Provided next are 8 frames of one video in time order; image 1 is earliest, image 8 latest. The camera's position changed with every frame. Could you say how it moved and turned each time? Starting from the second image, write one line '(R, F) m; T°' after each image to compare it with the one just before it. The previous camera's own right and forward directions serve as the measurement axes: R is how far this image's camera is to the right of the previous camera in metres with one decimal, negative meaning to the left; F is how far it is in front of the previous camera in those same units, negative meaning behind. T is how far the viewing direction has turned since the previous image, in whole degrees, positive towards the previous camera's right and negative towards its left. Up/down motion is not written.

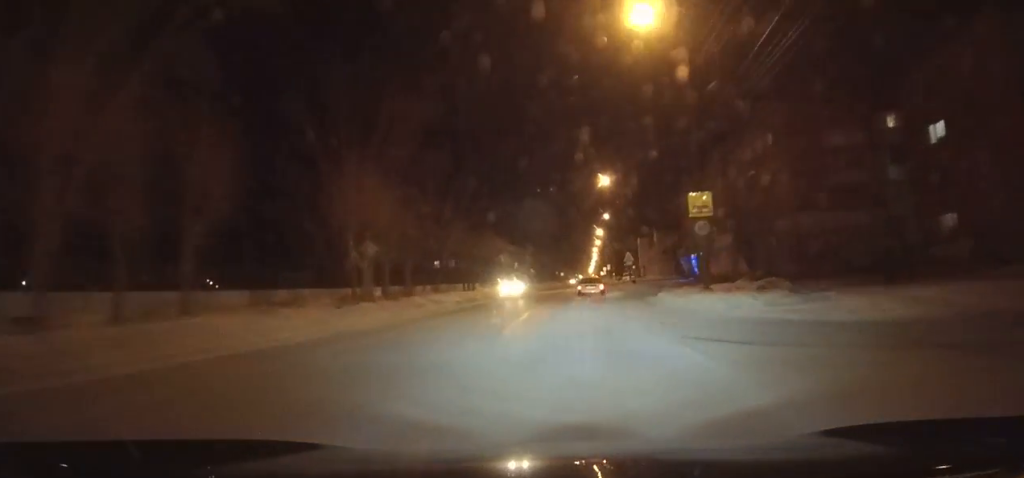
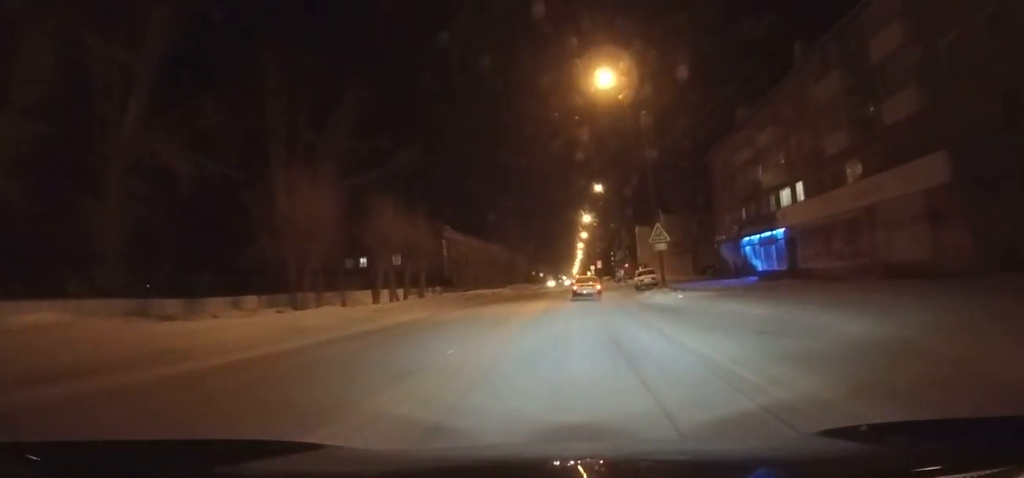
(+0.1, +36.8) m; 0°
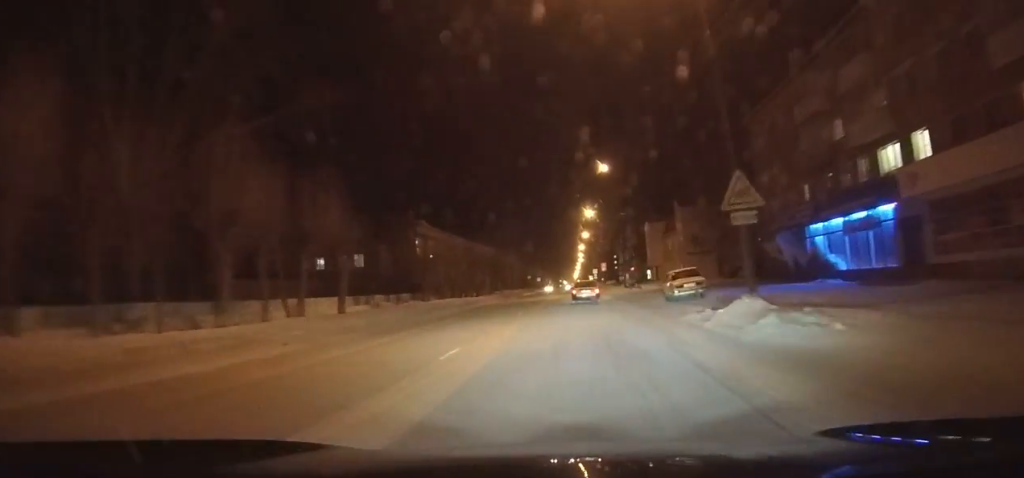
(0.0, +17.1) m; 0°
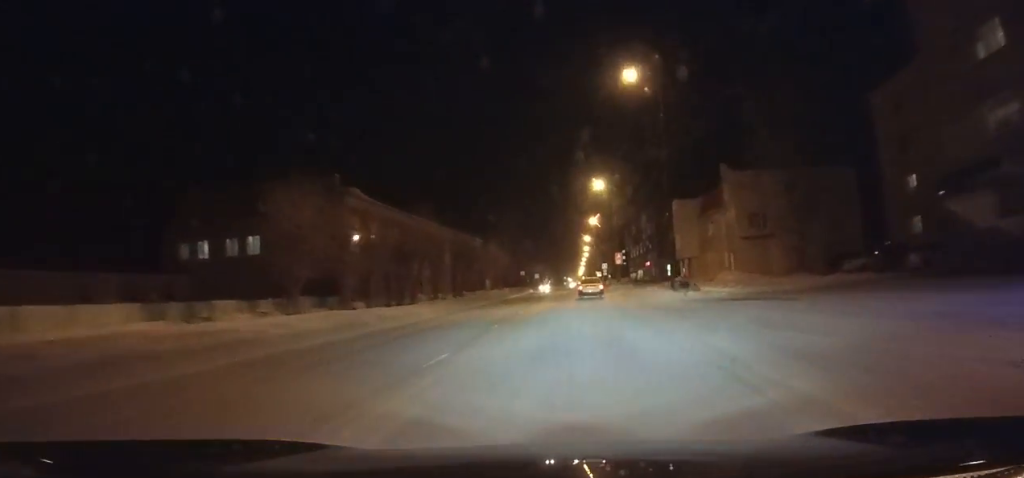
(-0.3, +27.8) m; 0°
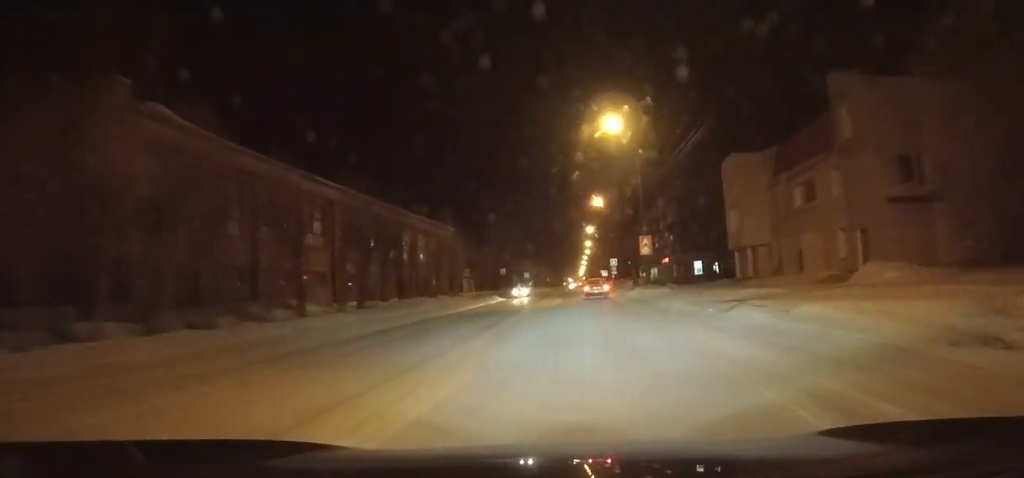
(+0.5, +27.8) m; +2°
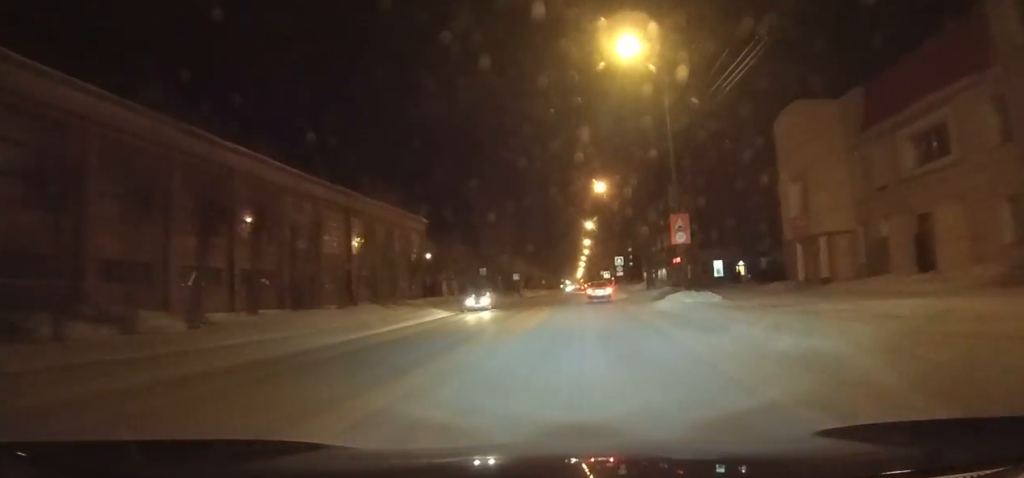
(+0.1, +14.2) m; +1°
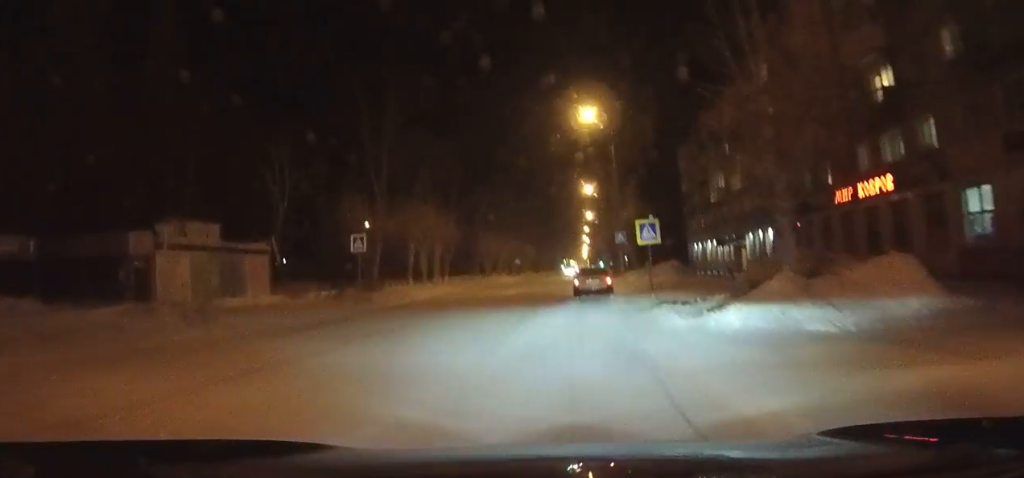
(+1.7, +60.2) m; +1°
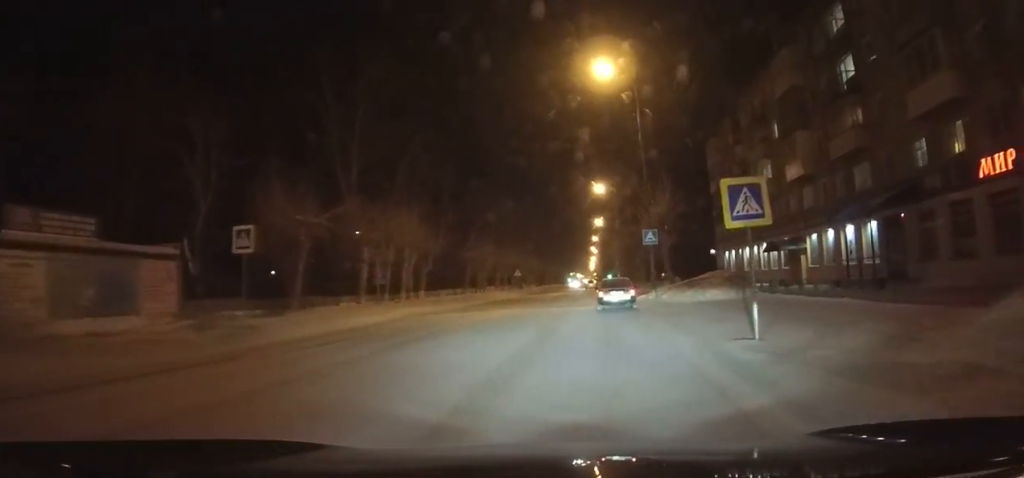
(-0.1, +11.8) m; -3°
